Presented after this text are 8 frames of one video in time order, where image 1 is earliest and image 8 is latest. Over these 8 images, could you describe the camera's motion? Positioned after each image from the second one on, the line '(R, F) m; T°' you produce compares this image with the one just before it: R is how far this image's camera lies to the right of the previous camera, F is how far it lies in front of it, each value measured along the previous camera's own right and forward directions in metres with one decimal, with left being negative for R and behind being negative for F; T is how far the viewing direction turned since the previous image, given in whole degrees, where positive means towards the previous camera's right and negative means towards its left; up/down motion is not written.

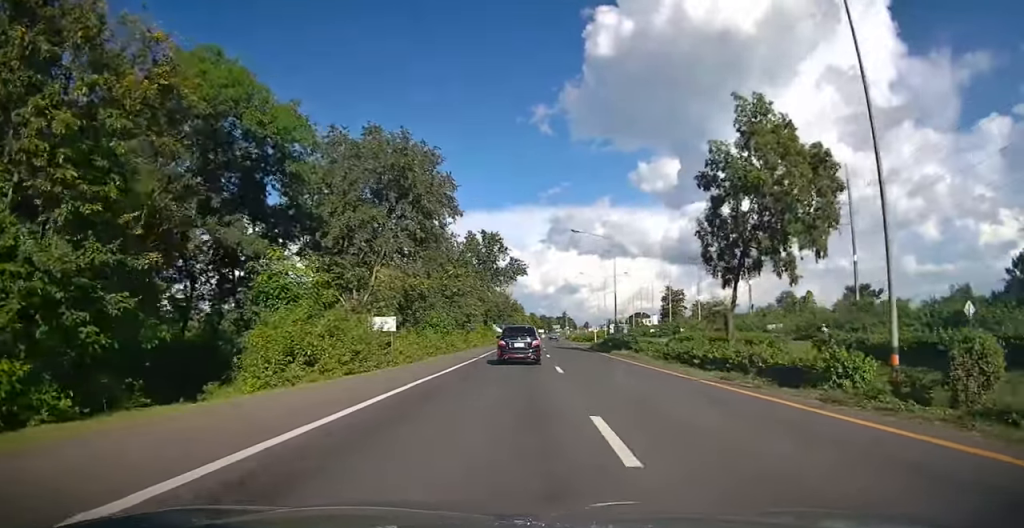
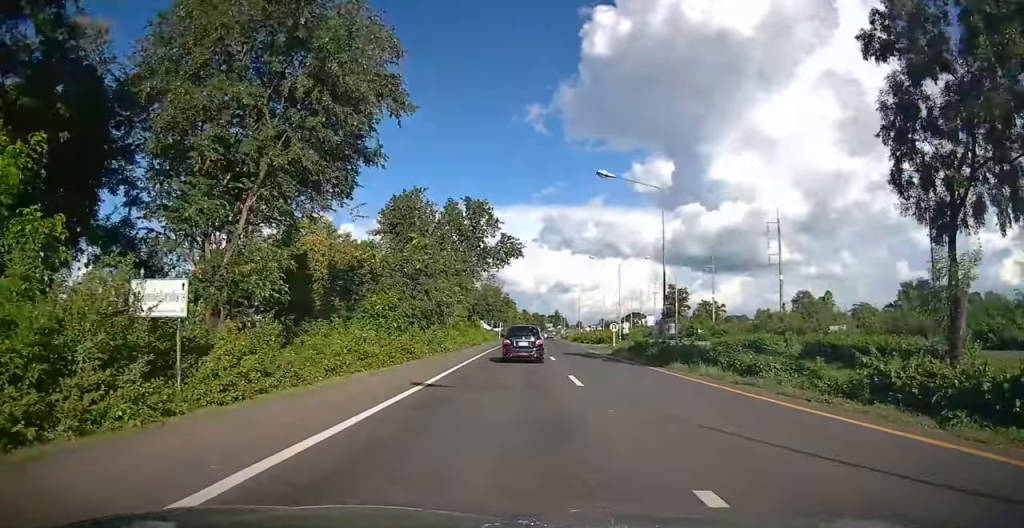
(0.0, +15.7) m; +1°
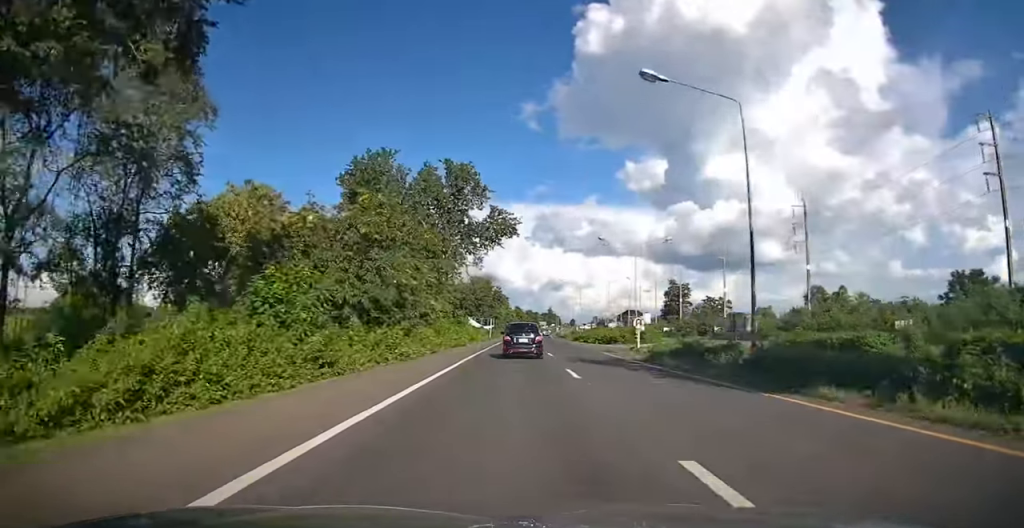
(+0.1, +11.1) m; +1°
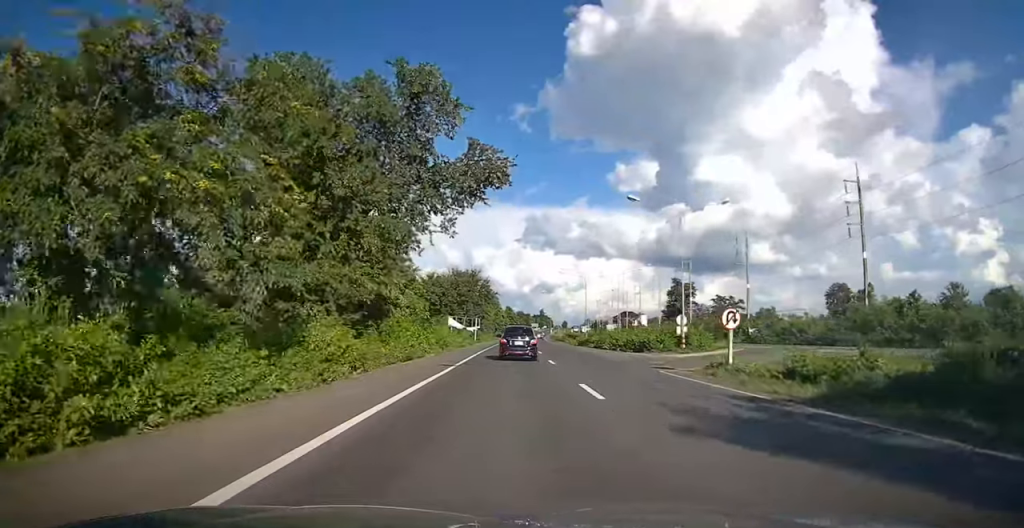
(+0.2, +16.1) m; +1°
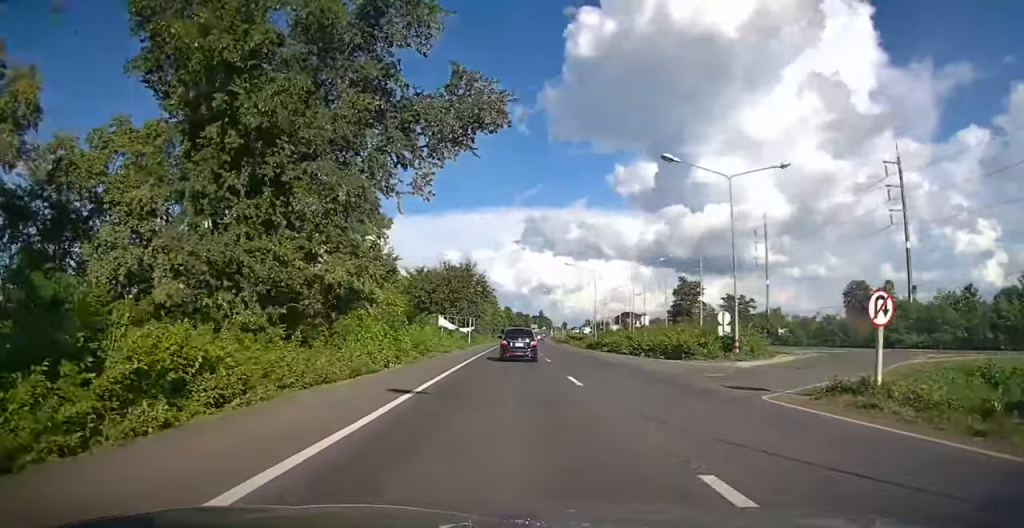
(0.0, +8.4) m; 0°
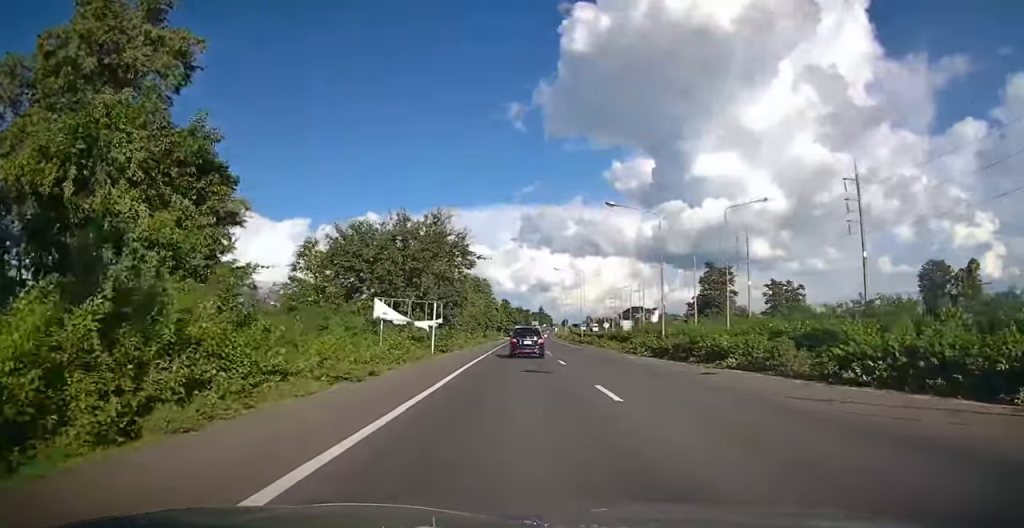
(+0.2, +27.4) m; +1°
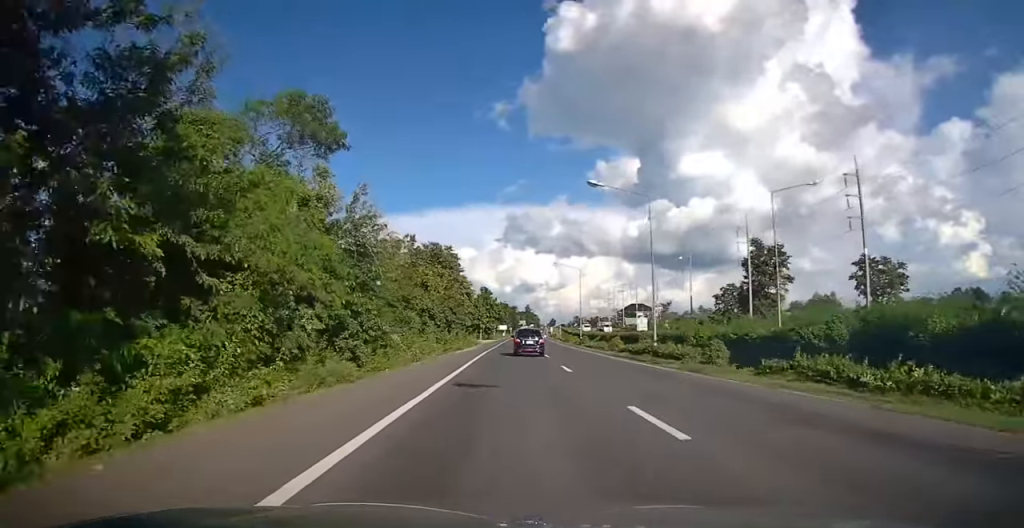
(+0.5, +39.5) m; +1°
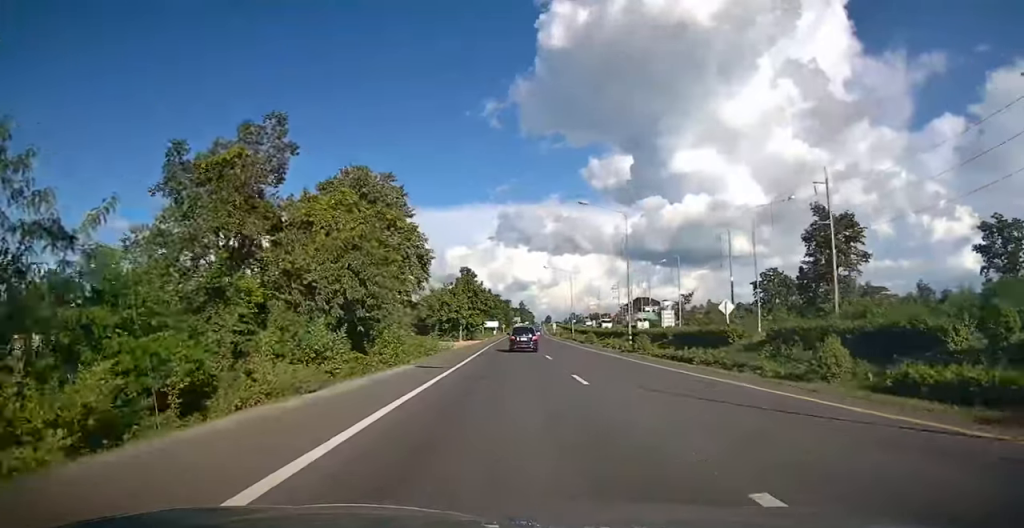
(+0.1, +29.1) m; +1°
